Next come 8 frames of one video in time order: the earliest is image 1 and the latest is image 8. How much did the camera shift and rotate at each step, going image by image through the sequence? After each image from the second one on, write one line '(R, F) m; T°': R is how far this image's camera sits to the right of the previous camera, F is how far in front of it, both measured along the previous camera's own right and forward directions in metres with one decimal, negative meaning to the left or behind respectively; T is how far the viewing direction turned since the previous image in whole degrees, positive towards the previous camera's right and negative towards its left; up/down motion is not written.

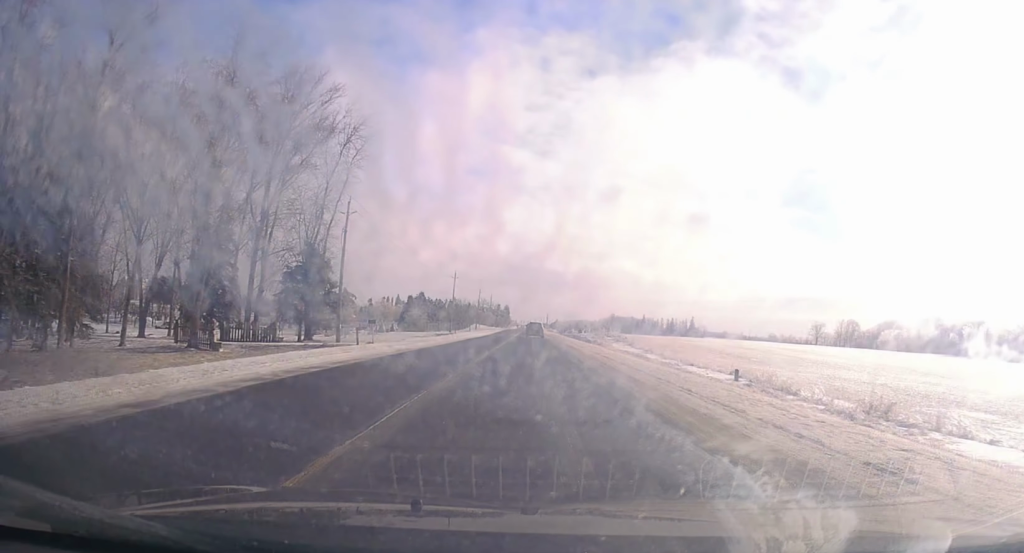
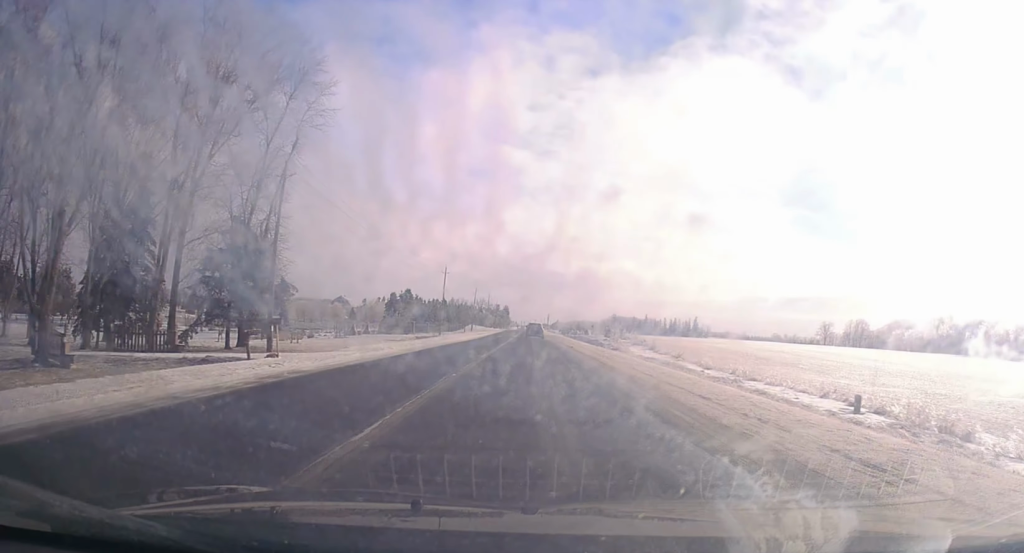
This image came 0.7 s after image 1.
(-0.1, +14.3) m; +1°
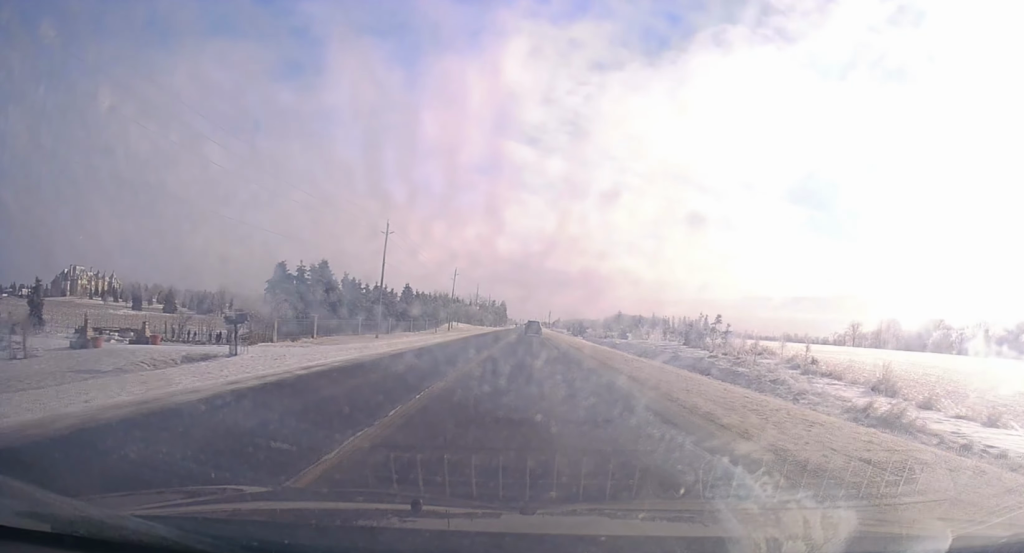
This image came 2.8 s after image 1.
(-0.8, +47.7) m; 0°
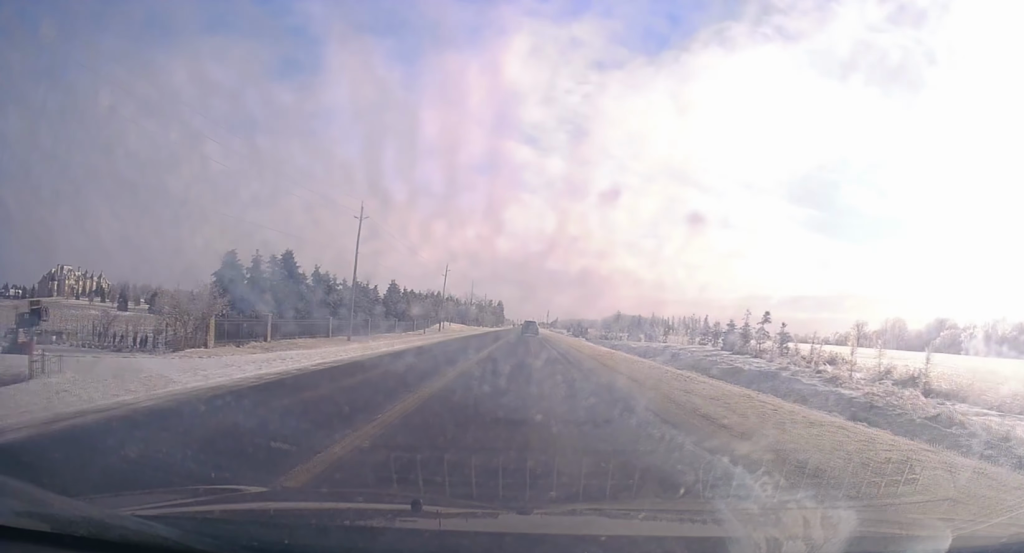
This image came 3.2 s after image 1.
(+0.5, +9.5) m; +1°
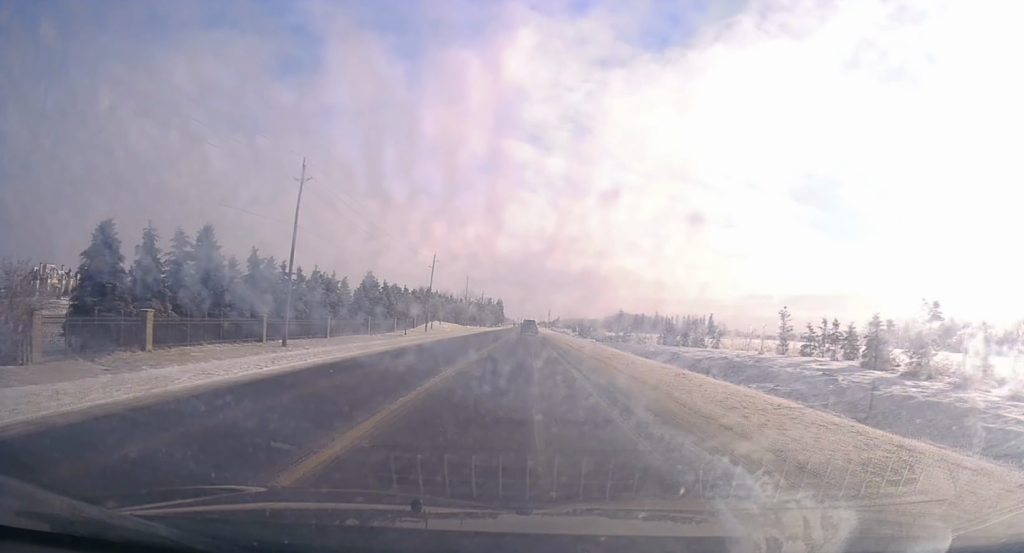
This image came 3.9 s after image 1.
(+0.2, +15.8) m; 0°
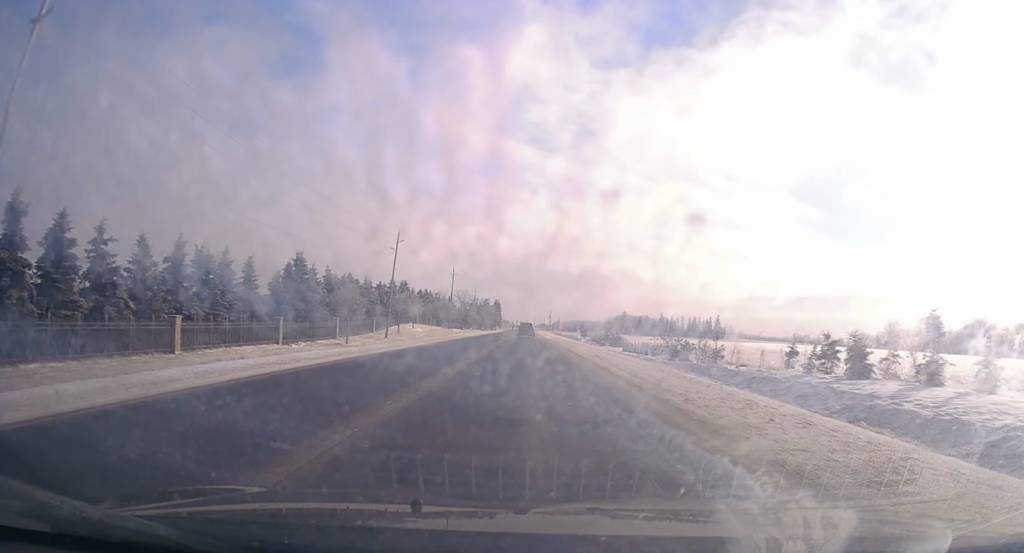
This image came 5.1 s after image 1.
(-0.5, +27.2) m; 0°
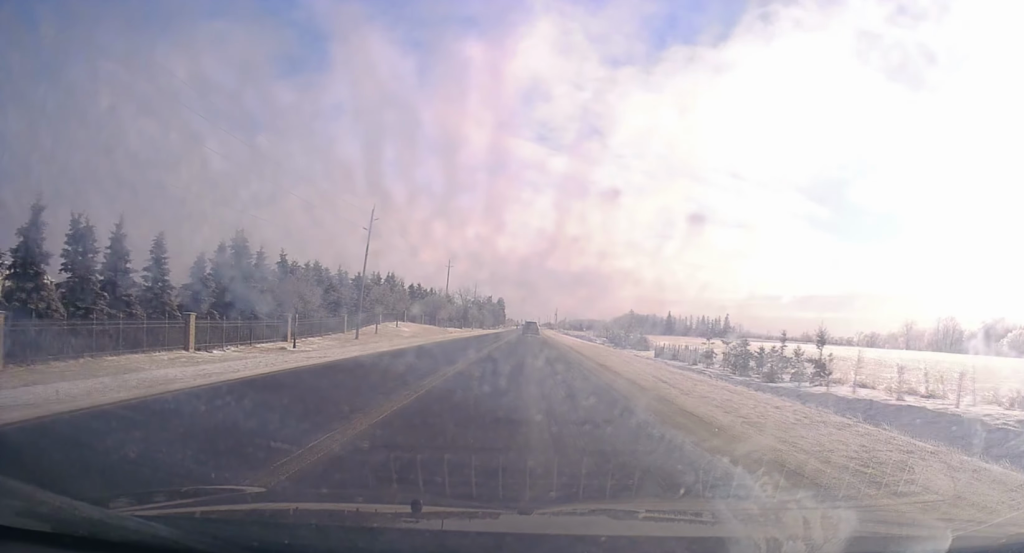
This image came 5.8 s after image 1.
(0.0, +15.1) m; 0°
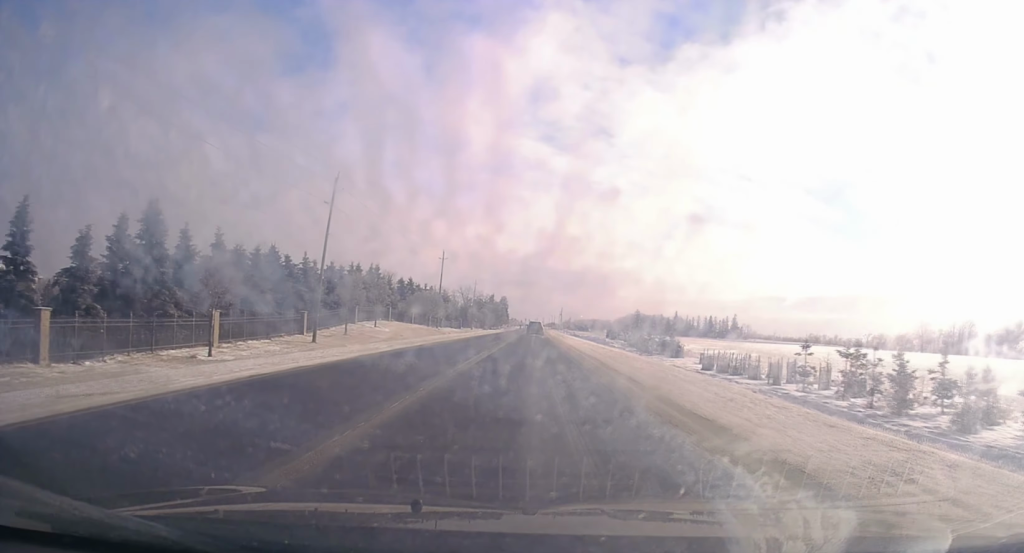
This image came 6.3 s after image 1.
(+0.3, +12.6) m; -1°
